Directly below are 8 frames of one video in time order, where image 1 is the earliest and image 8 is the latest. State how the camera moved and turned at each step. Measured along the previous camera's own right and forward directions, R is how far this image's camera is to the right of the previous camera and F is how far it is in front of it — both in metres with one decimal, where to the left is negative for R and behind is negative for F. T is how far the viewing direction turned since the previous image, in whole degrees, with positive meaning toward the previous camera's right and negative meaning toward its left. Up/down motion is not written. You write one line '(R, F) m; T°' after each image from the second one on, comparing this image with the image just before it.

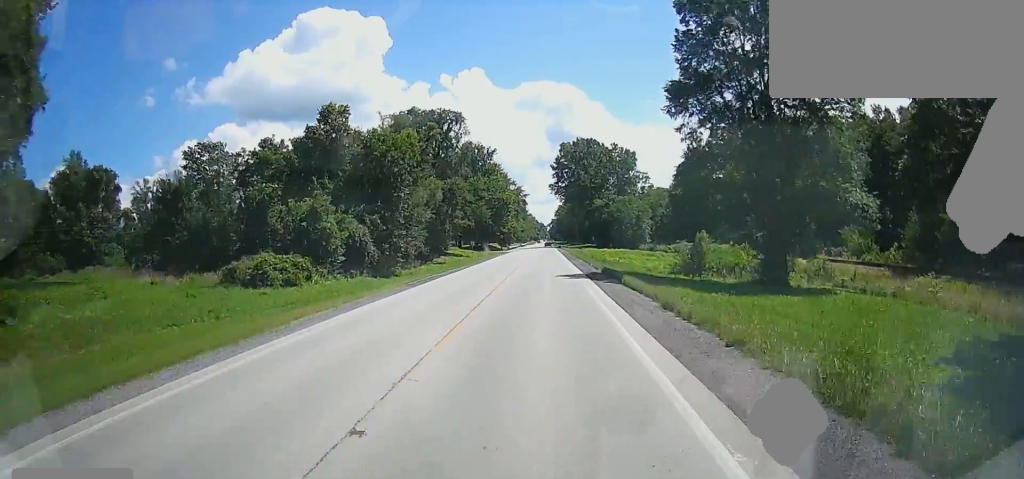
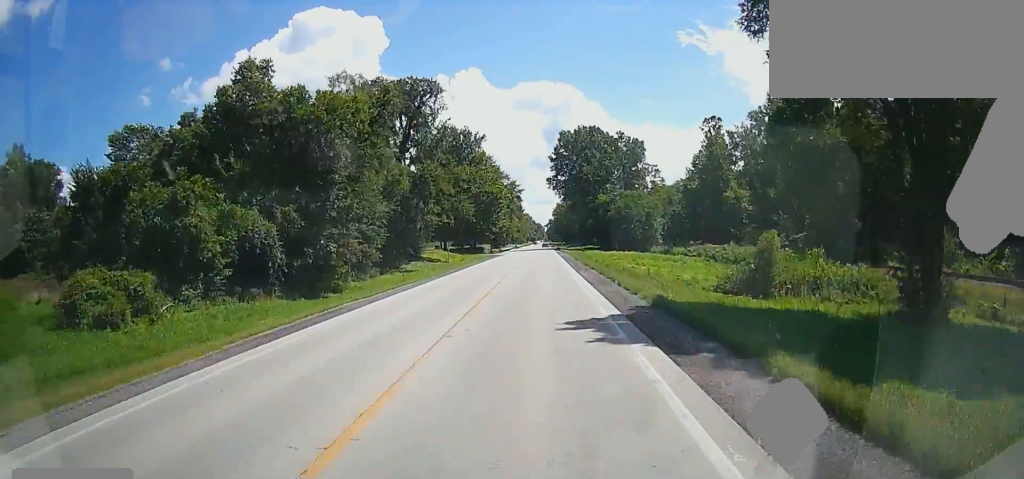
(-0.1, +15.0) m; 0°
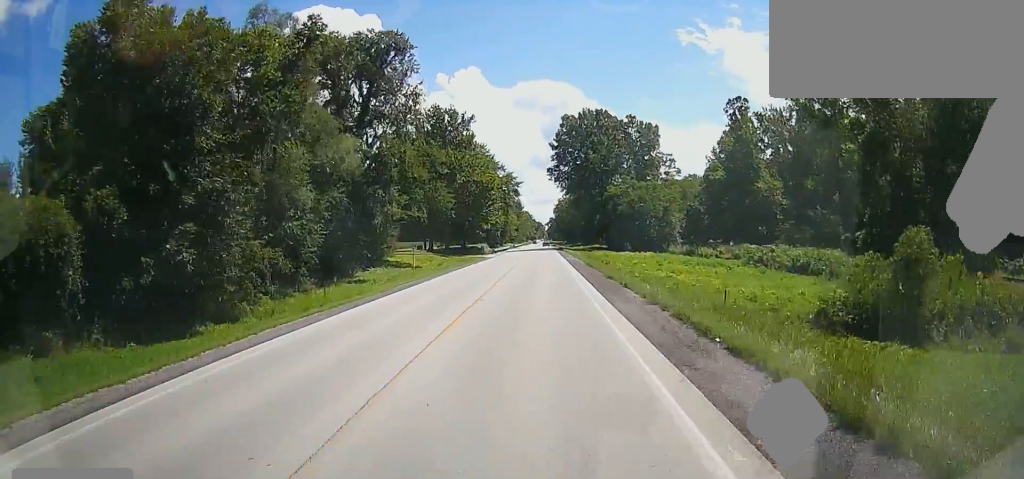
(+0.2, +15.5) m; 0°
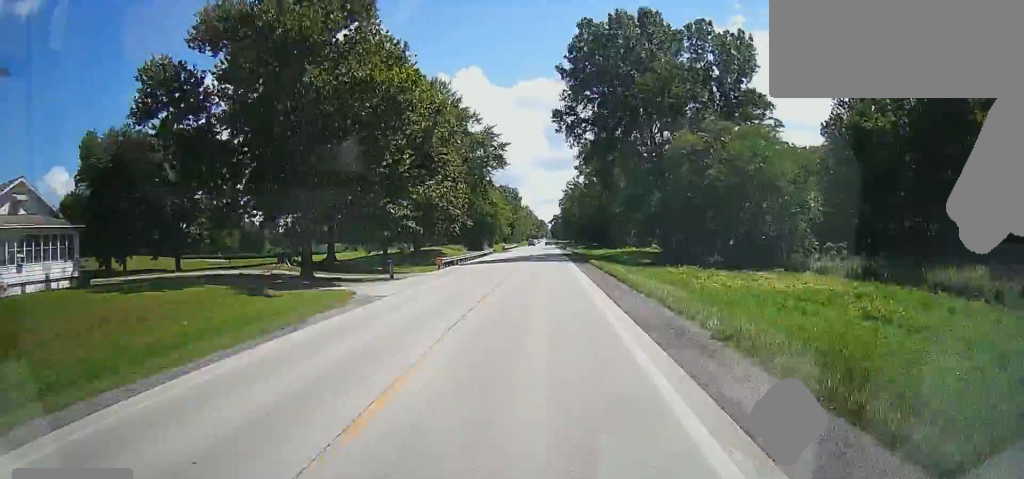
(0.0, +54.6) m; 0°
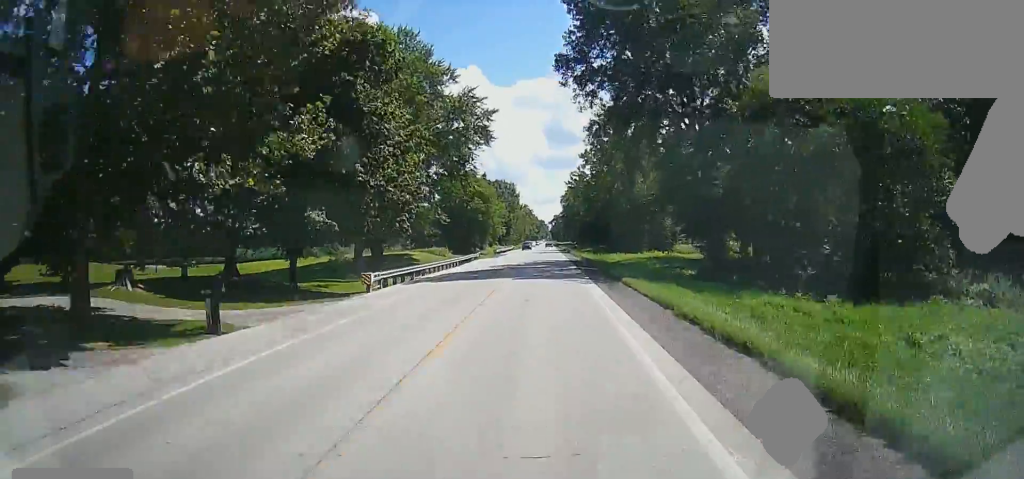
(0.0, +20.2) m; 0°
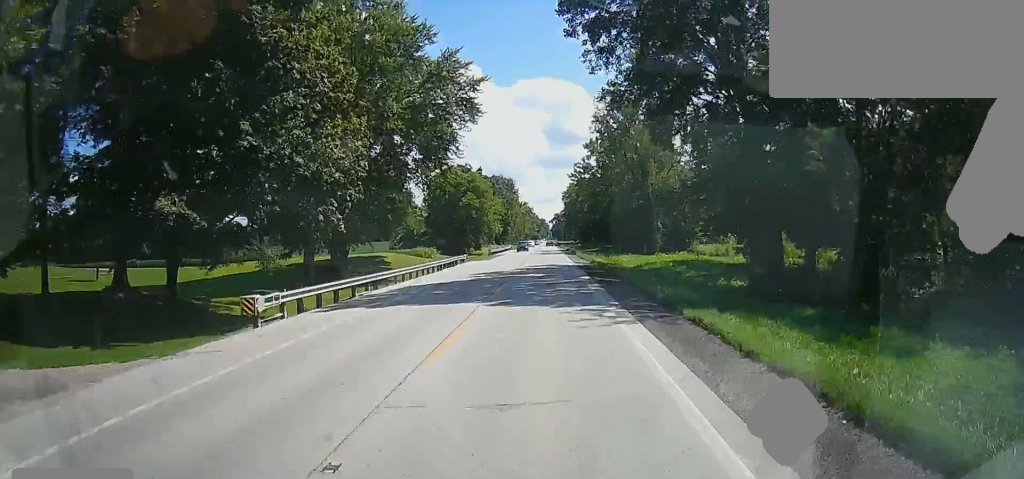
(0.0, +12.3) m; 0°
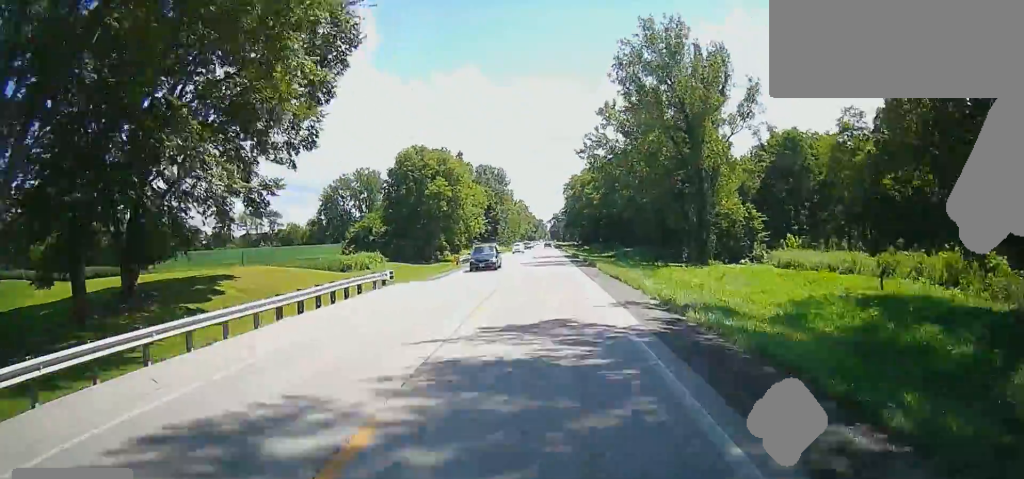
(-0.3, +30.5) m; 0°
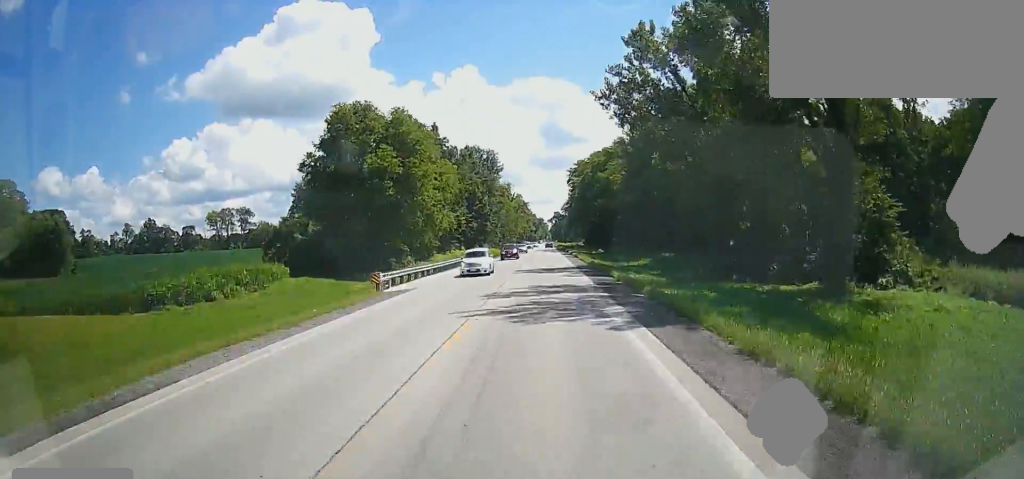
(+0.1, +29.0) m; +1°
